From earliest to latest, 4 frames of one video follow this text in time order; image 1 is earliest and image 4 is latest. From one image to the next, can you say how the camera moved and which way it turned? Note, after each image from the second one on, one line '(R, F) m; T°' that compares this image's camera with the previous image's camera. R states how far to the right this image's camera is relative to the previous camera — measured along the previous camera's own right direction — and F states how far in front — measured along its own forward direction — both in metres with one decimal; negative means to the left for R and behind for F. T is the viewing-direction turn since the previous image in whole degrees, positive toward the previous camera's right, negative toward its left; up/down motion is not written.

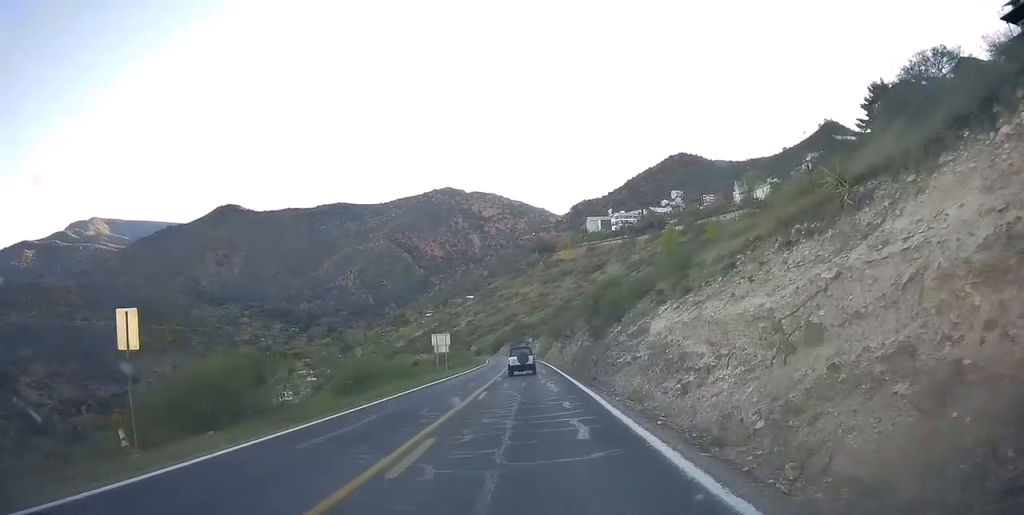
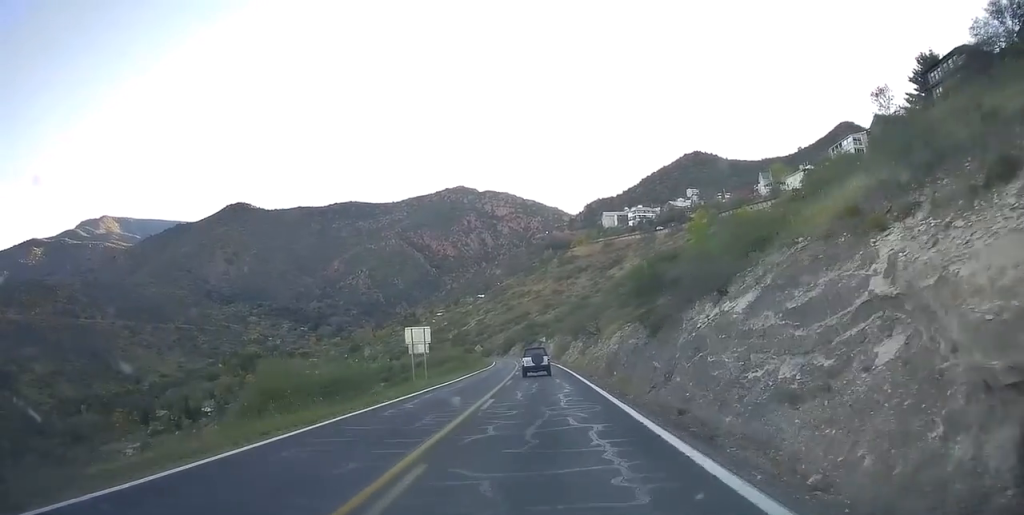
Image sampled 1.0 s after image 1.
(-0.4, +14.9) m; -3°
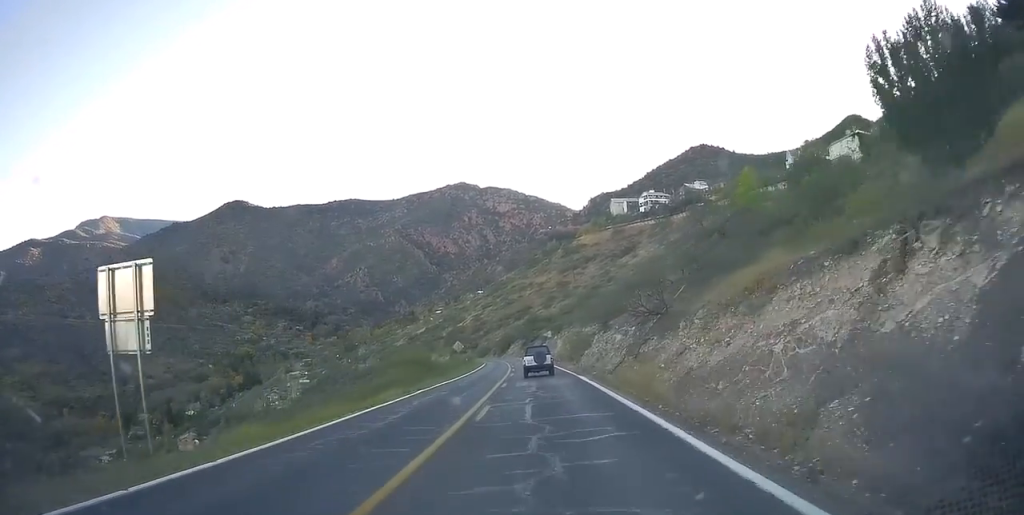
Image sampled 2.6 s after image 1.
(-0.4, +26.8) m; +1°
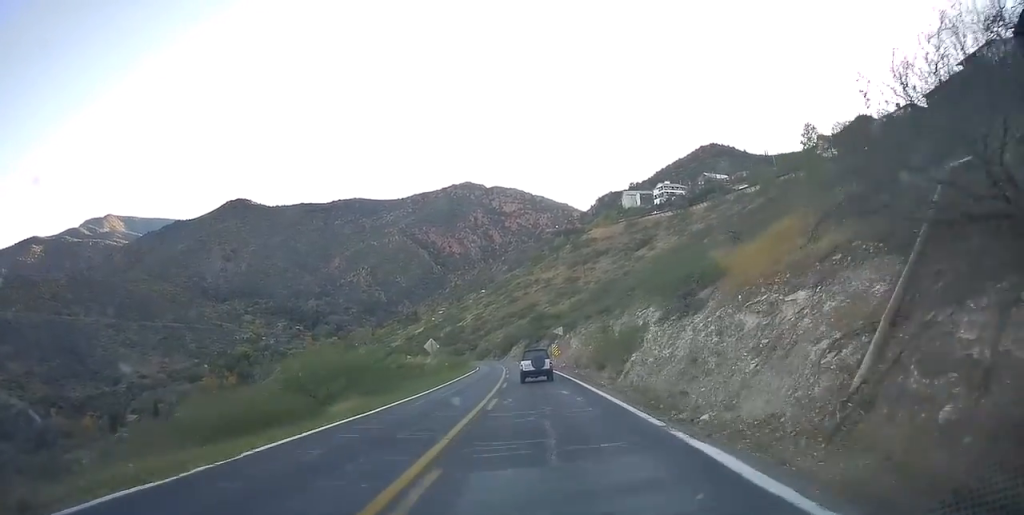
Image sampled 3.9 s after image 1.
(+0.4, +20.4) m; 0°
